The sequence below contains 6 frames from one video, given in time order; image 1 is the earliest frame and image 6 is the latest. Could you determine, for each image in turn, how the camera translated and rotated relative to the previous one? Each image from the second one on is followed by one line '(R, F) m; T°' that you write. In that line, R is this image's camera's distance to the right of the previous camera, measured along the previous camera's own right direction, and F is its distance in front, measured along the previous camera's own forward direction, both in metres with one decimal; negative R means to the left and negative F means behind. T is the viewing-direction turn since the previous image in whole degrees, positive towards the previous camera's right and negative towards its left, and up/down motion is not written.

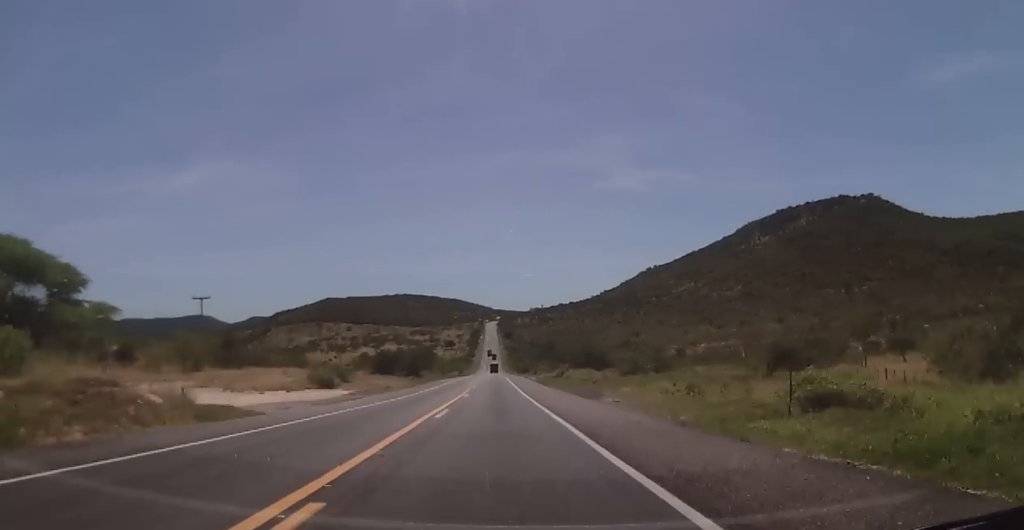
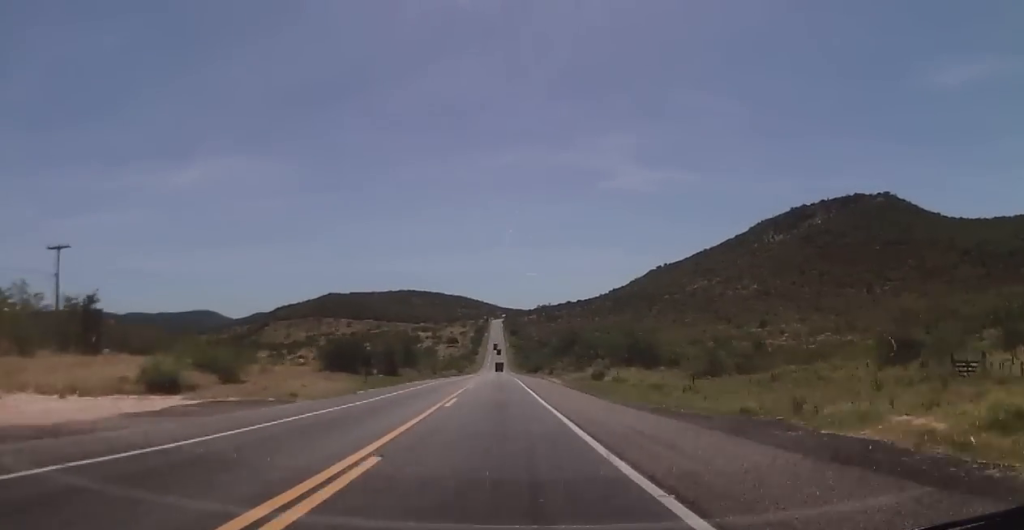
(0.0, +31.3) m; 0°
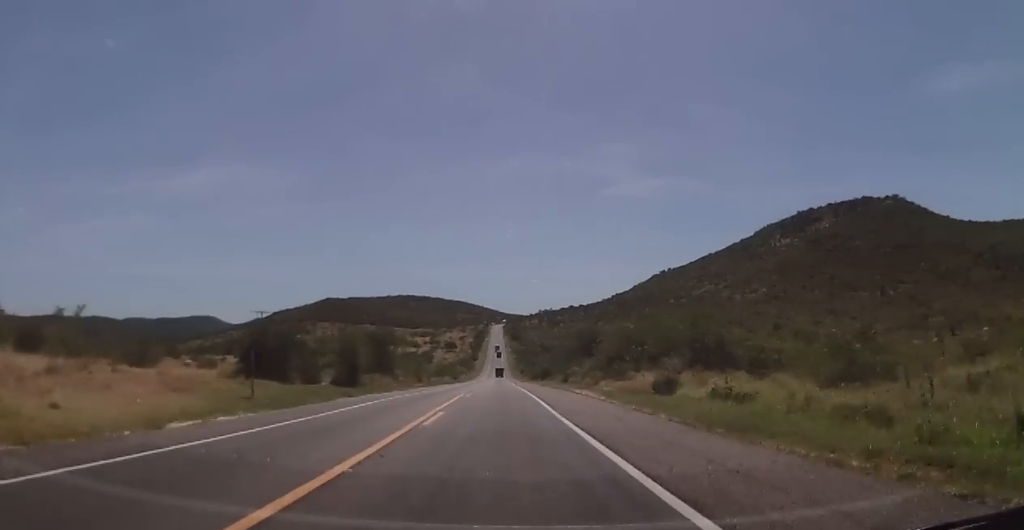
(-0.1, +24.2) m; -1°
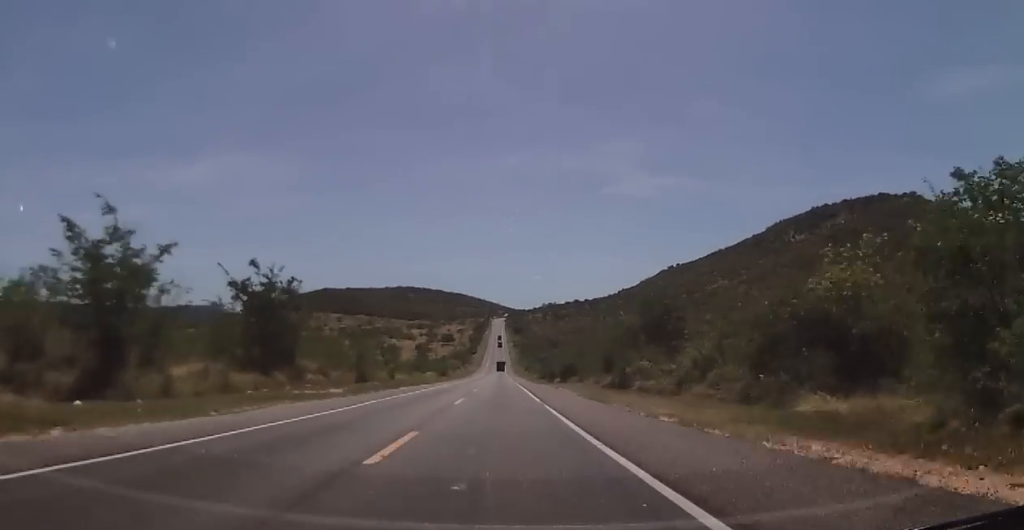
(-0.5, +41.2) m; 0°
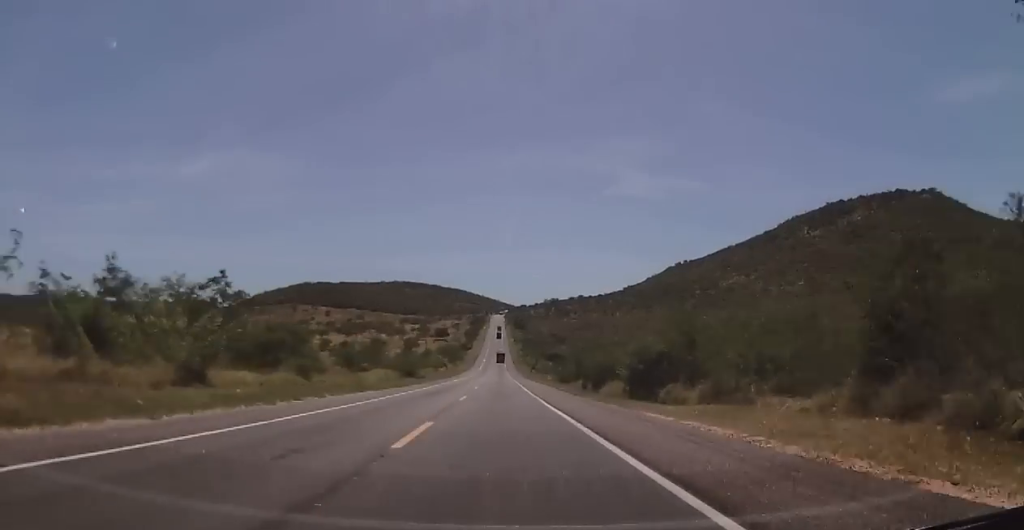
(+0.7, +50.6) m; +1°
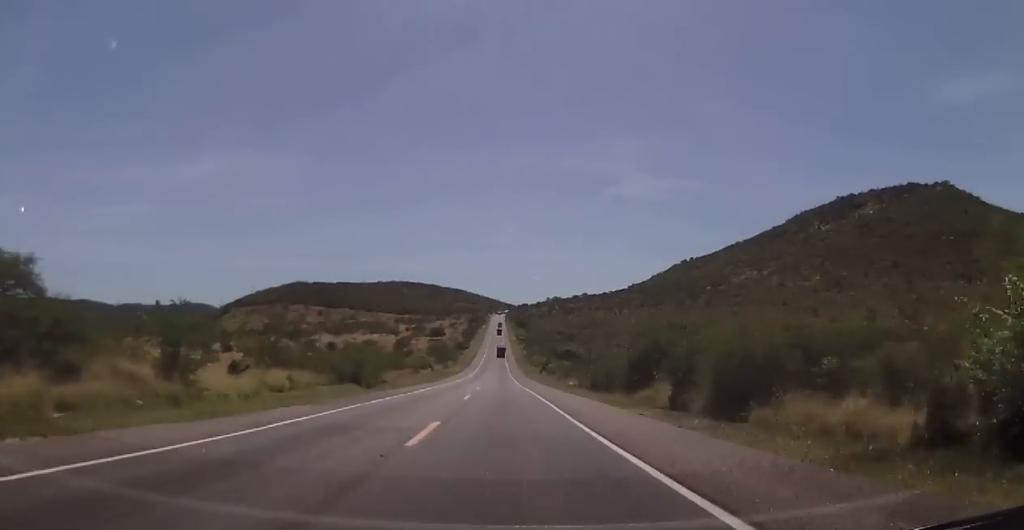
(-0.3, +34.6) m; 0°
